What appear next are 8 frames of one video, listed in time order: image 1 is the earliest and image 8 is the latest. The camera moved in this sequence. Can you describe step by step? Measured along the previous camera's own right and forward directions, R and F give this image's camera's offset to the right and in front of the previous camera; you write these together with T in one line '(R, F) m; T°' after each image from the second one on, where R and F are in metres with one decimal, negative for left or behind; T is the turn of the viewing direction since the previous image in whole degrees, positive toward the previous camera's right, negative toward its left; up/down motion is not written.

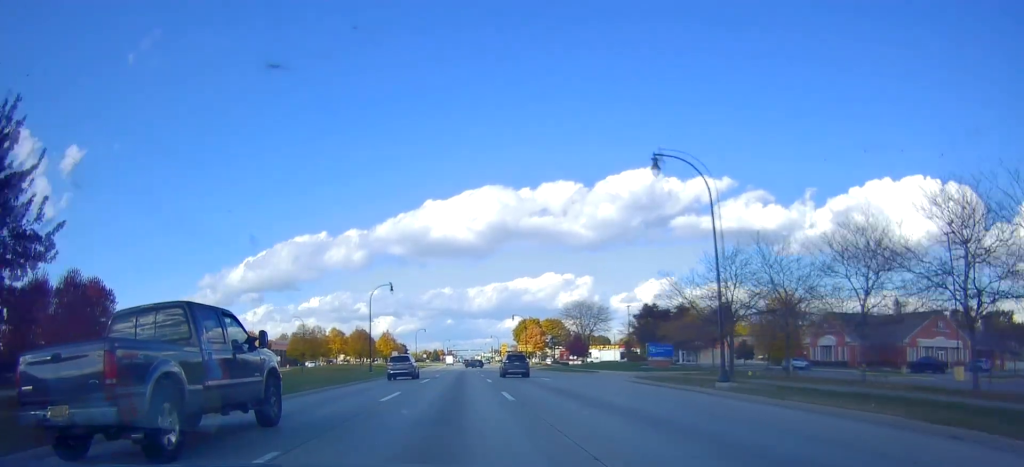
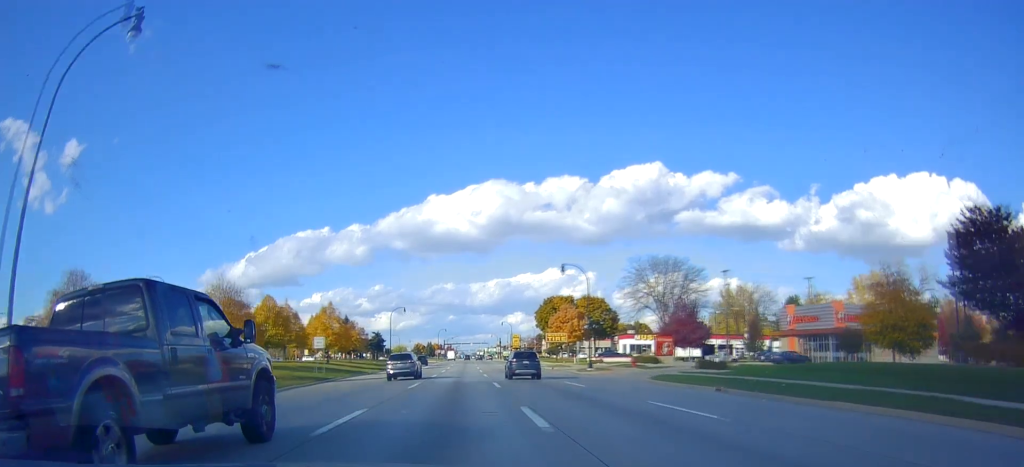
(-0.3, +52.5) m; -1°
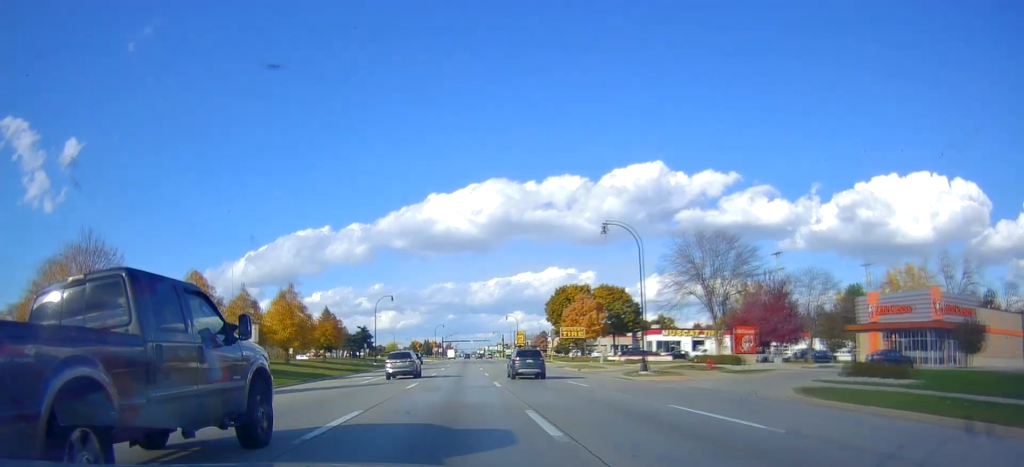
(-0.6, +15.8) m; 0°
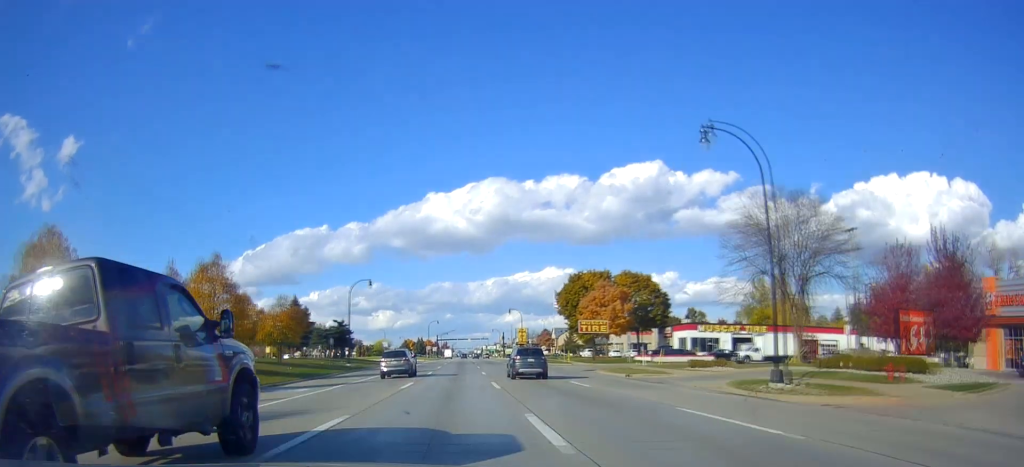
(+0.5, +16.4) m; +2°
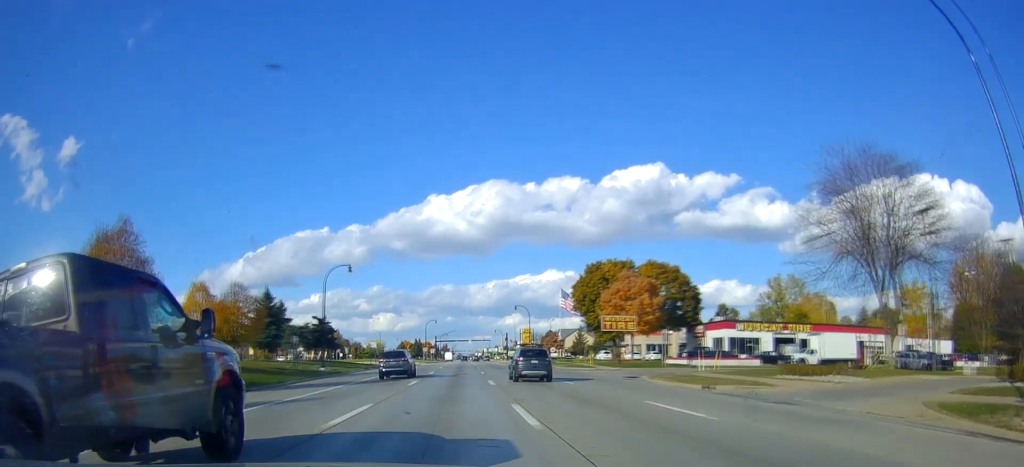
(+0.1, +11.8) m; 0°
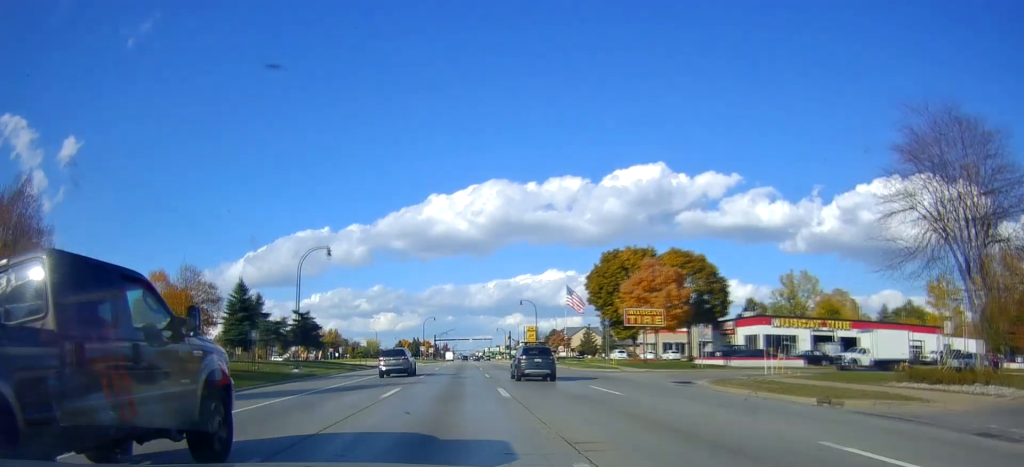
(+0.1, +8.6) m; 0°
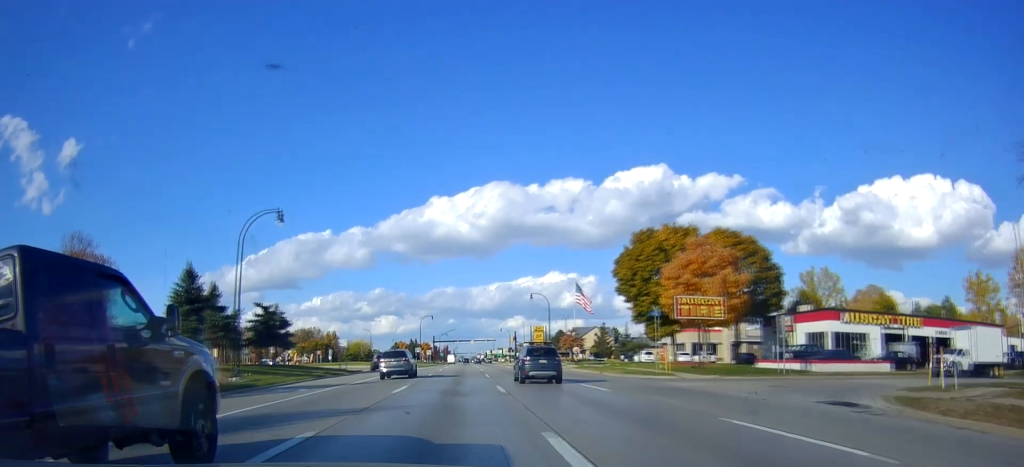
(-0.1, +12.5) m; 0°
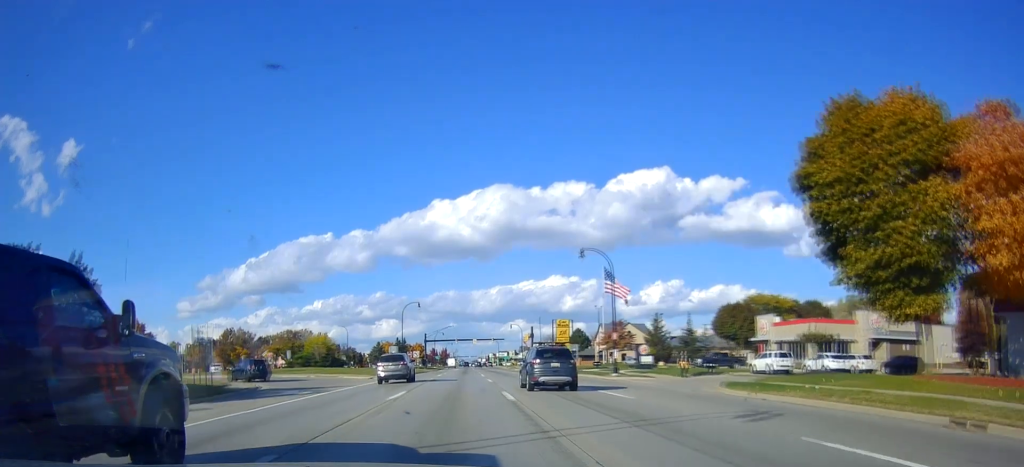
(0.0, +32.8) m; -1°
